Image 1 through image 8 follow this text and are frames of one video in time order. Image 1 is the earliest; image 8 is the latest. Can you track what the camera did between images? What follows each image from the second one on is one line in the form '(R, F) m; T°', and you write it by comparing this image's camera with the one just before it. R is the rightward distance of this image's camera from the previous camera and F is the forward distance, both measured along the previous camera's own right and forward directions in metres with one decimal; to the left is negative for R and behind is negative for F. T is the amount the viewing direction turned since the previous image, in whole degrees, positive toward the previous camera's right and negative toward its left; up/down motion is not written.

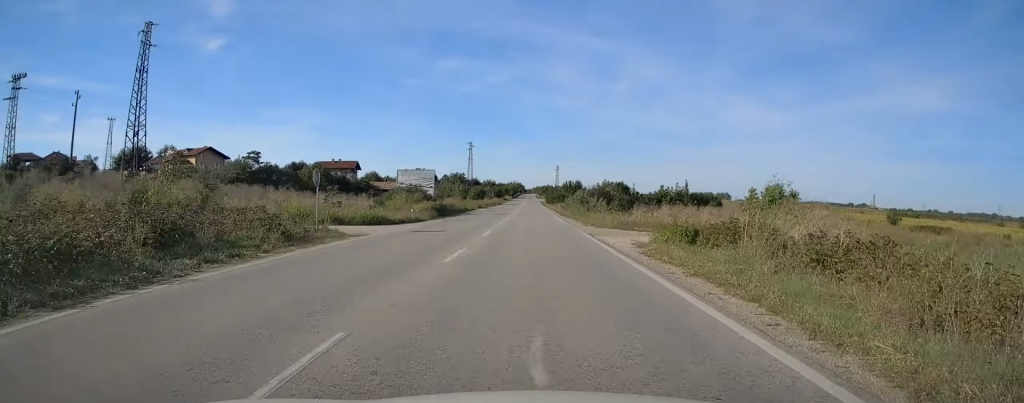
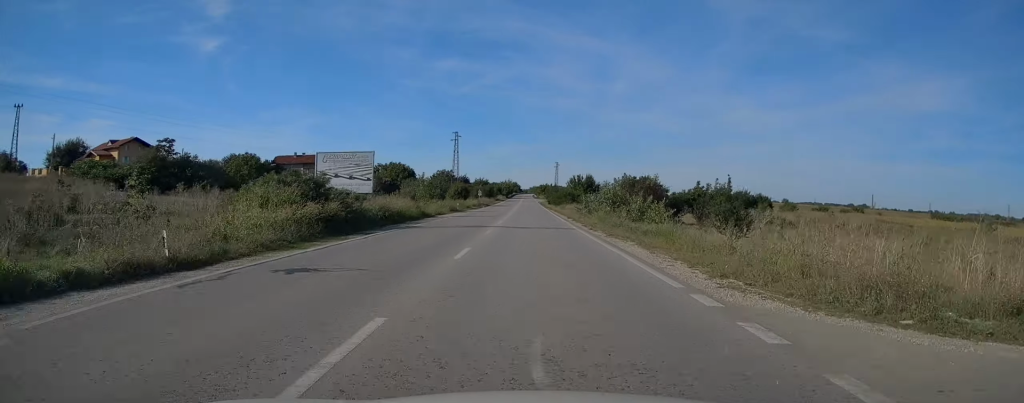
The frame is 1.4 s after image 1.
(0.0, +26.1) m; 0°
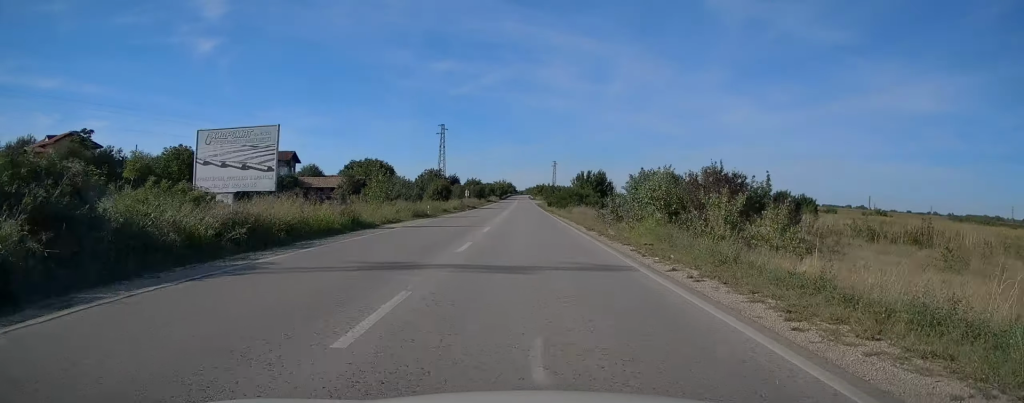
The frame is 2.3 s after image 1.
(+0.1, +16.3) m; 0°
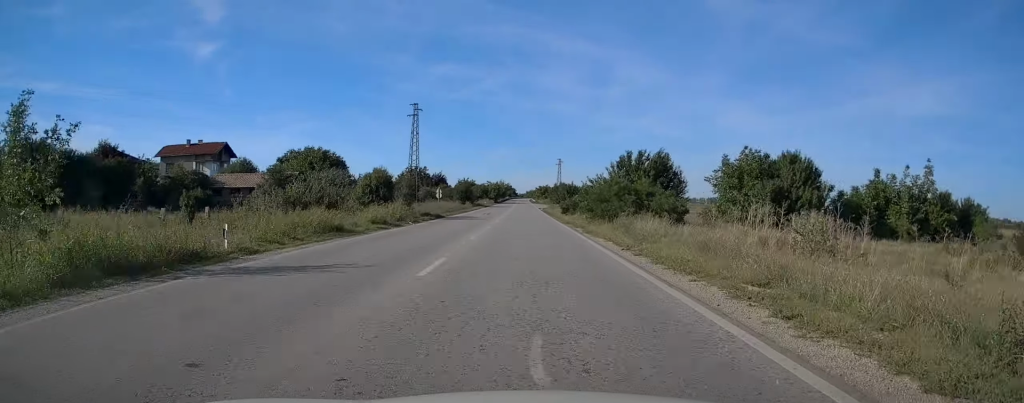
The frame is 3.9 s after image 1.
(0.0, +31.3) m; 0°
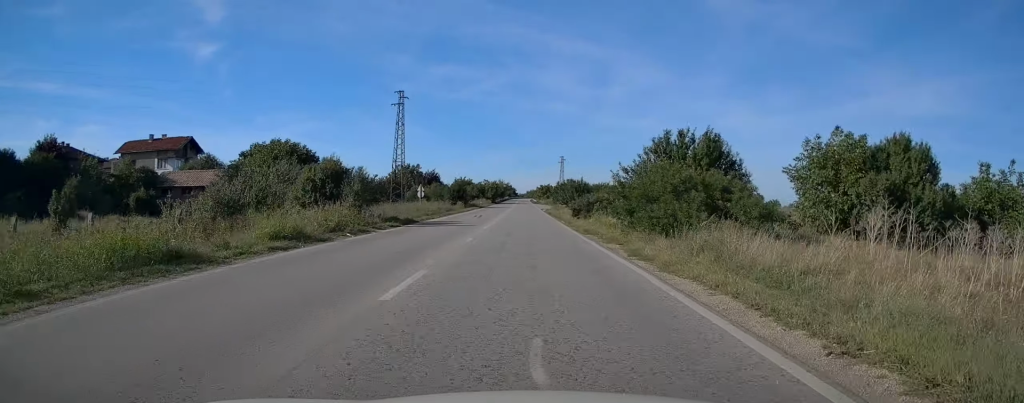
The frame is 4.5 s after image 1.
(-0.1, +11.3) m; 0°
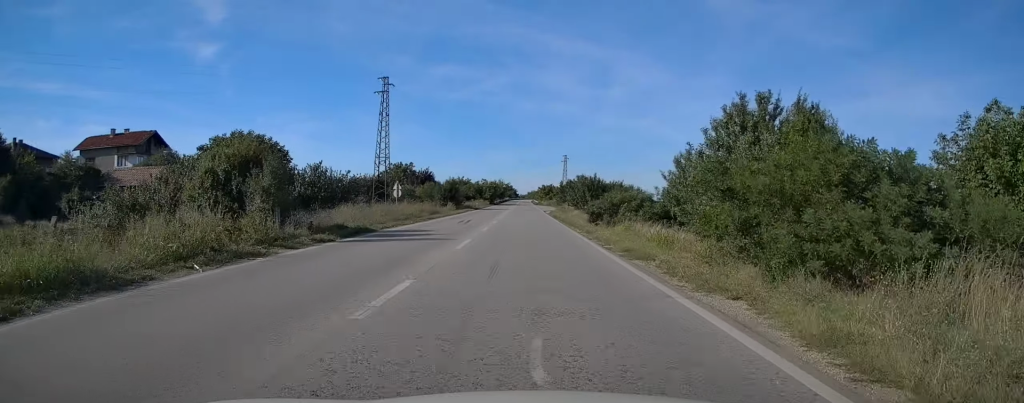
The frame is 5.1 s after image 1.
(0.0, +10.0) m; 0°
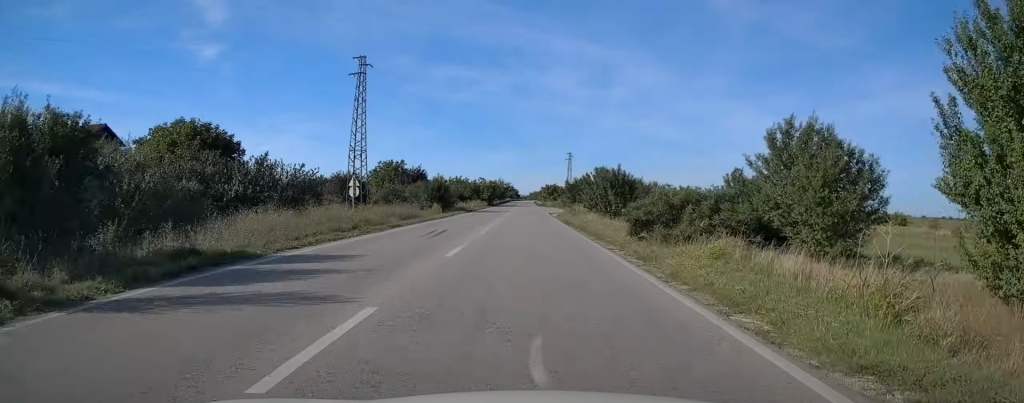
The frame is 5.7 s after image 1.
(0.0, +11.3) m; 0°
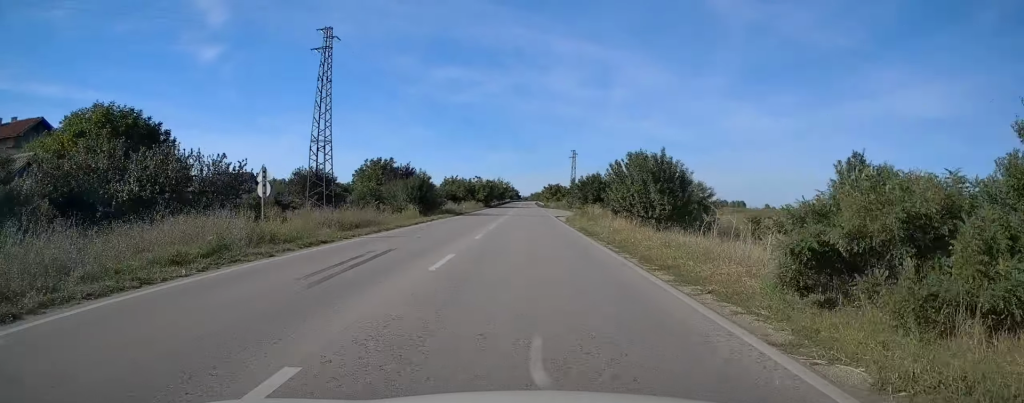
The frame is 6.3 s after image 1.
(+0.1, +11.4) m; 0°
